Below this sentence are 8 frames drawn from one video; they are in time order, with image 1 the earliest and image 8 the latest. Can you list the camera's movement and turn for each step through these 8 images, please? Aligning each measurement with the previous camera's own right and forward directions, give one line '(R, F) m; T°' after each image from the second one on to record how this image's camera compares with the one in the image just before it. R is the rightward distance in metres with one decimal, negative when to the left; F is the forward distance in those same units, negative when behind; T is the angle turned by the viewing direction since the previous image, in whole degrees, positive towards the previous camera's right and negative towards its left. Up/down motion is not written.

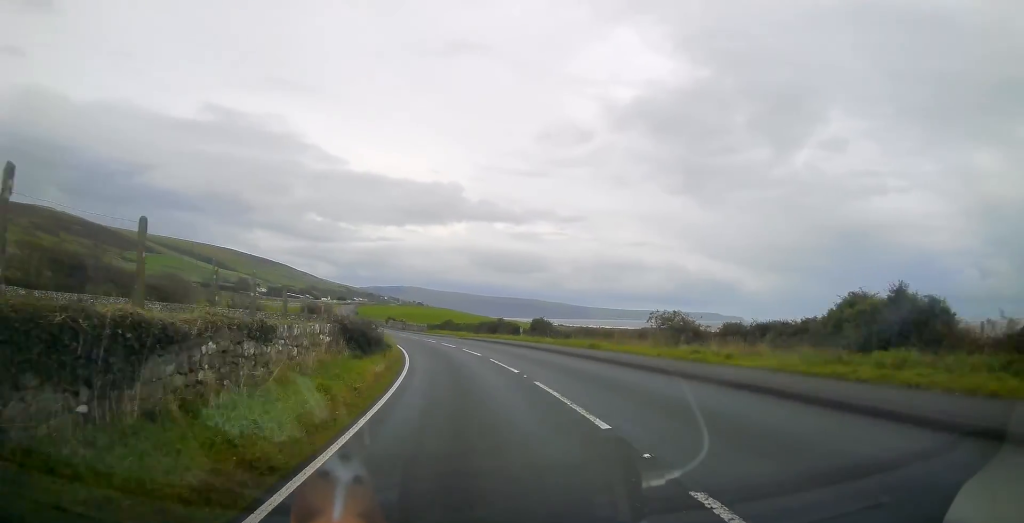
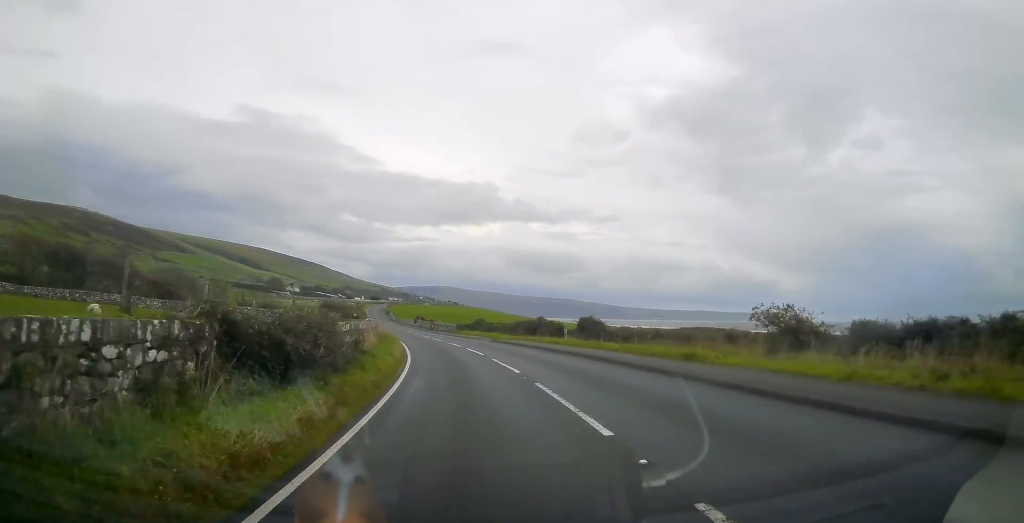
(-0.3, +9.3) m; -3°
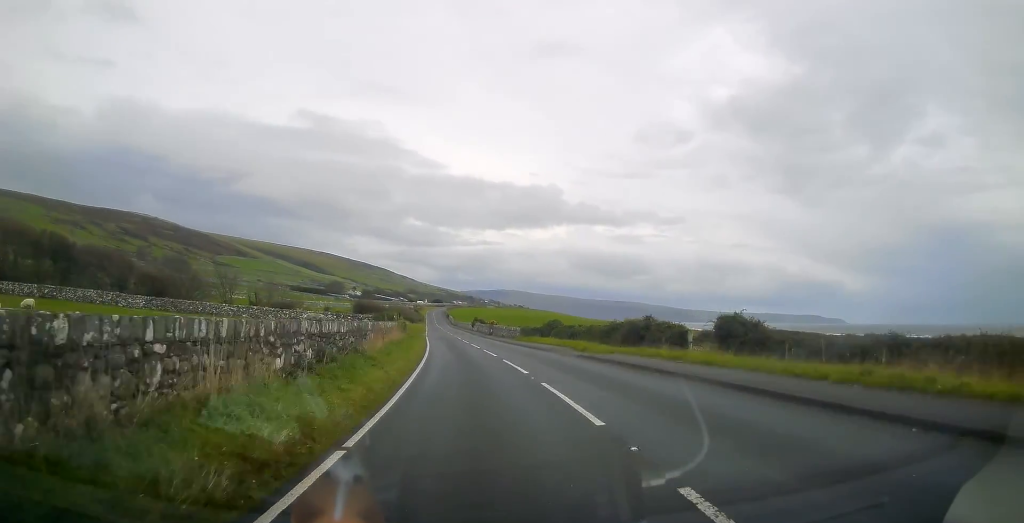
(-0.8, +17.5) m; -5°
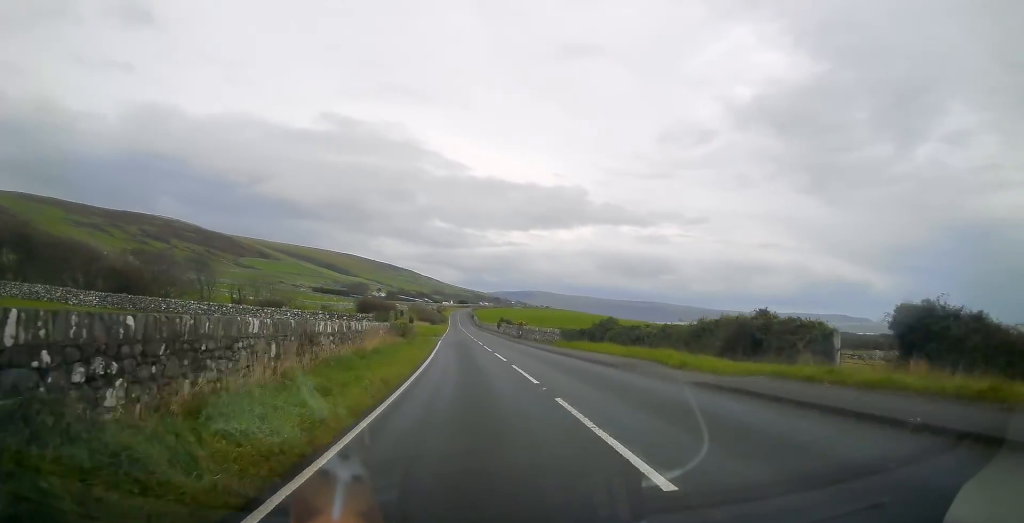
(-0.1, +11.8) m; -3°
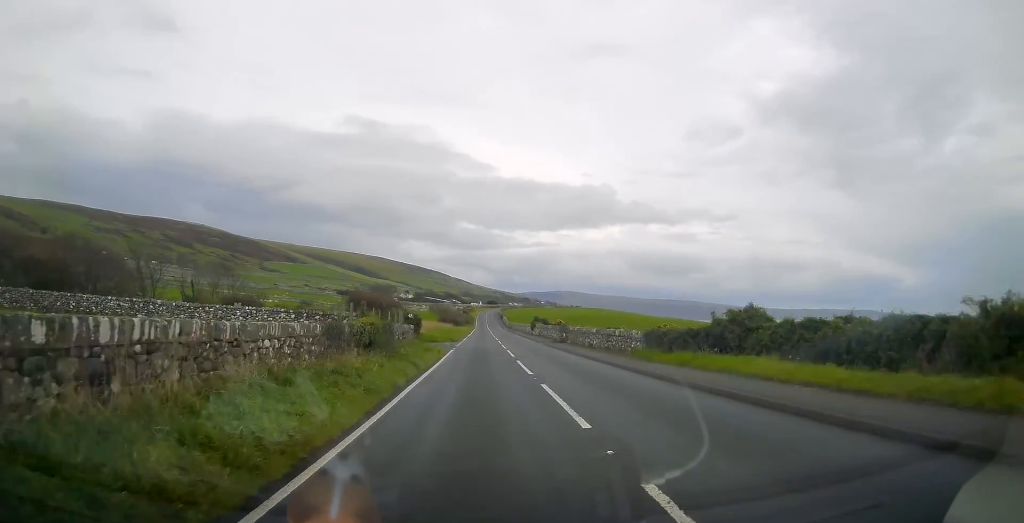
(-0.7, +15.2) m; -2°
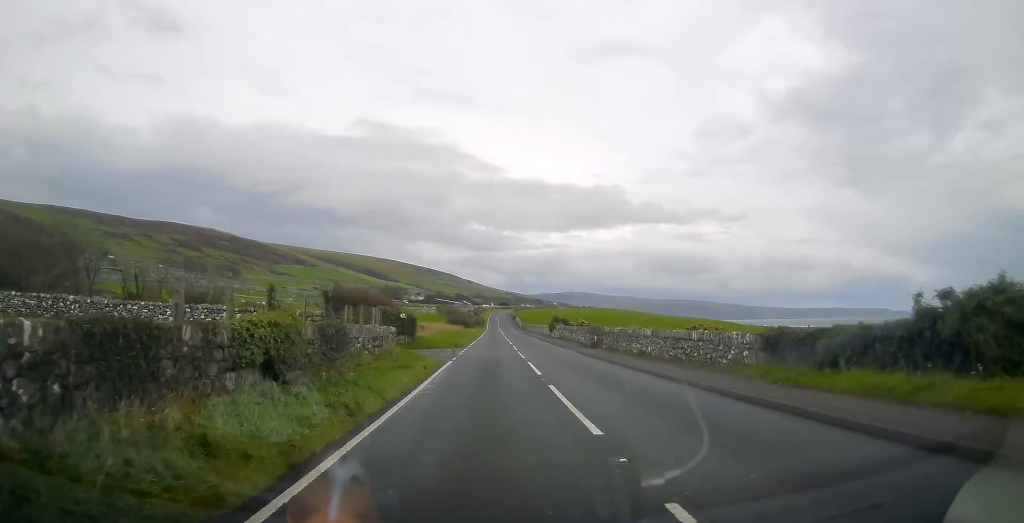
(-0.1, +9.2) m; -1°
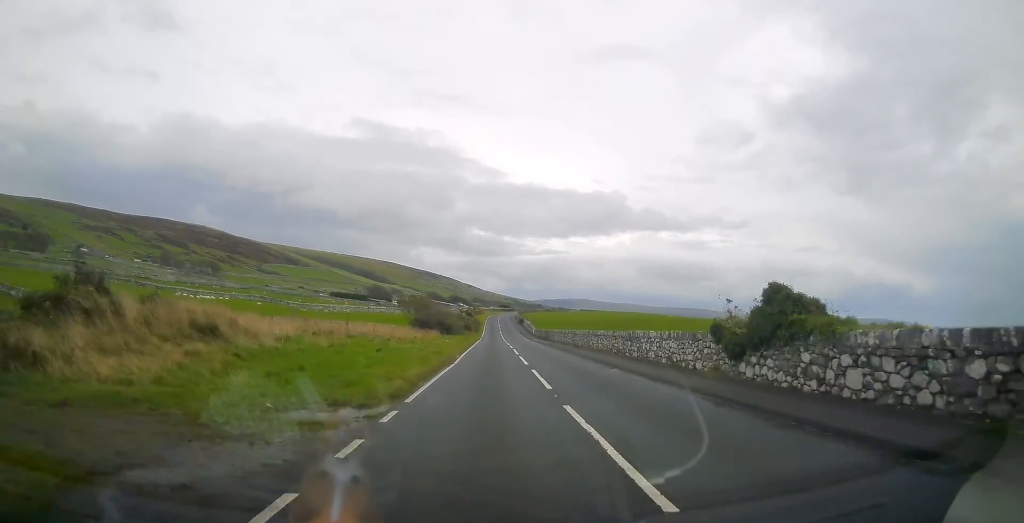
(-0.6, +48.0) m; -1°
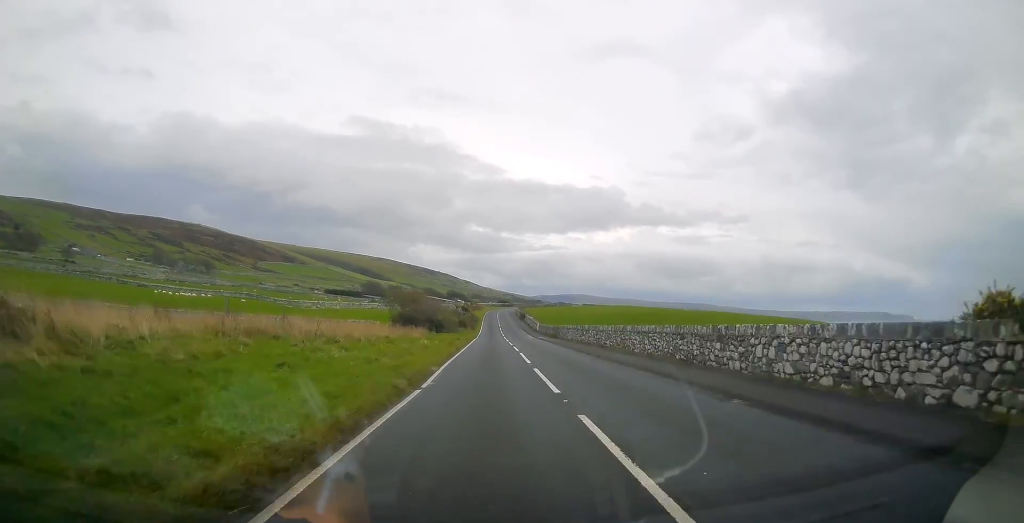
(0.0, +10.8) m; 0°
